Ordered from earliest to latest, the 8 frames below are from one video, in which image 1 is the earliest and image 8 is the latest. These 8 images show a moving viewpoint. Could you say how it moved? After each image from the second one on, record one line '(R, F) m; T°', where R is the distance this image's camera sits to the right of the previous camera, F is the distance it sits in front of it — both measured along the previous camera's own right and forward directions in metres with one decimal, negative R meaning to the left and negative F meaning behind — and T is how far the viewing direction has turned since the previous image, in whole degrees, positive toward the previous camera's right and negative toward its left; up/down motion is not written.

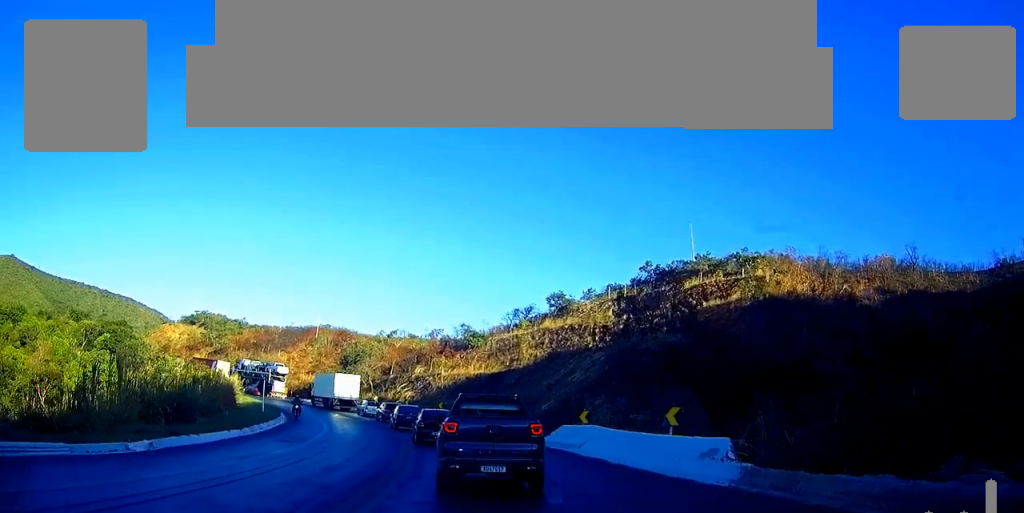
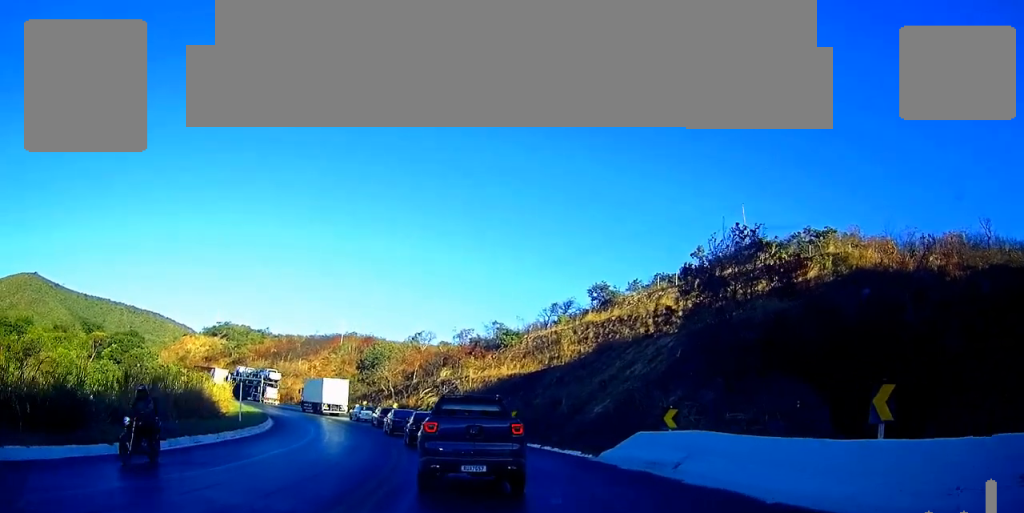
(-1.0, +10.0) m; -7°
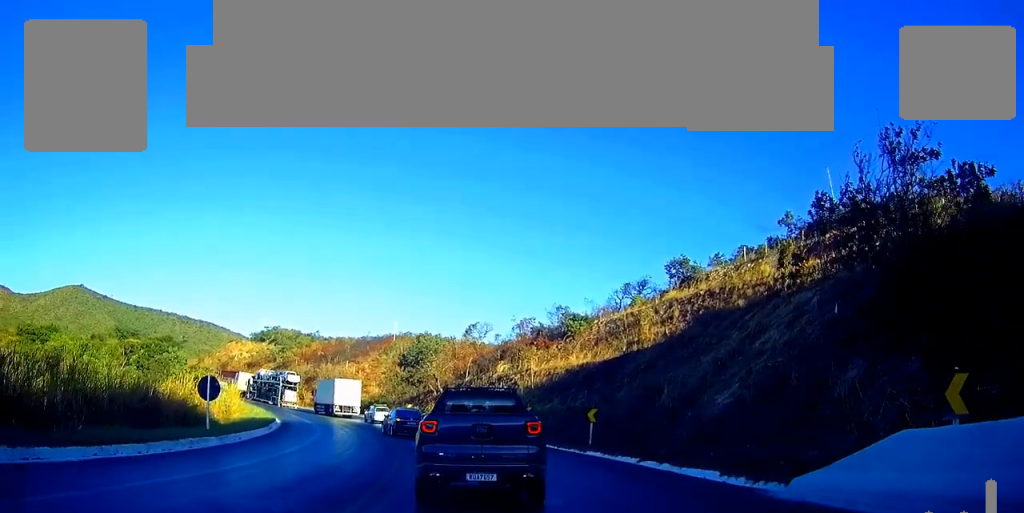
(+0.1, +10.2) m; -1°
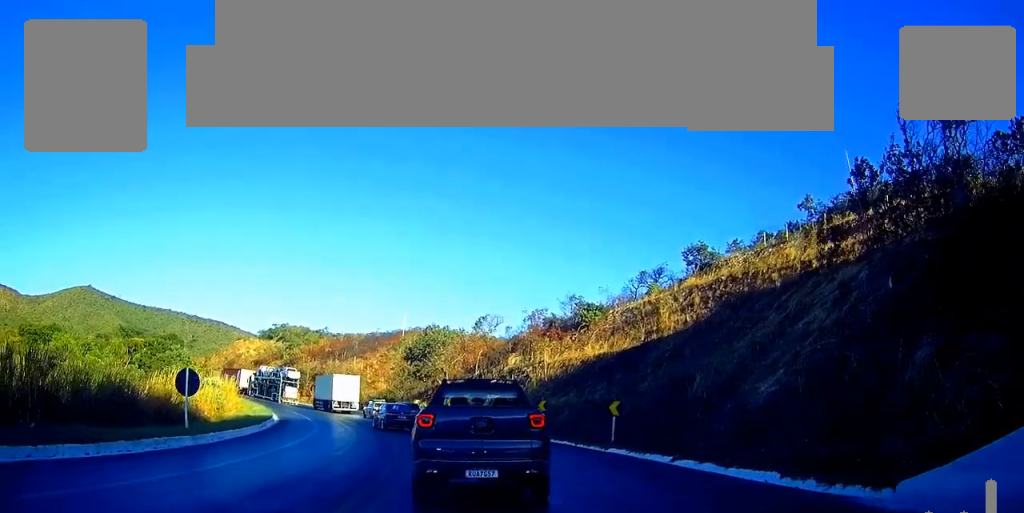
(0.0, +2.7) m; -1°
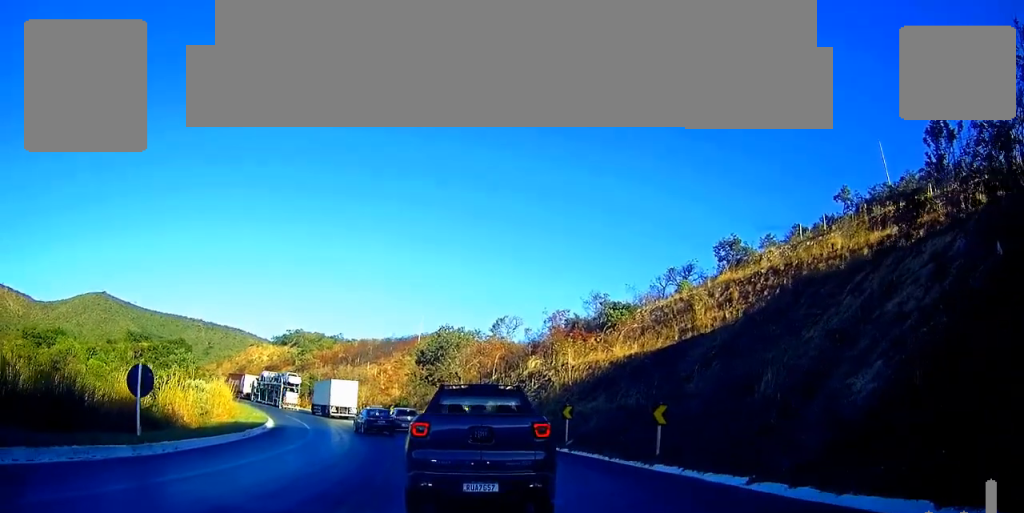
(-0.1, +4.2) m; -2°
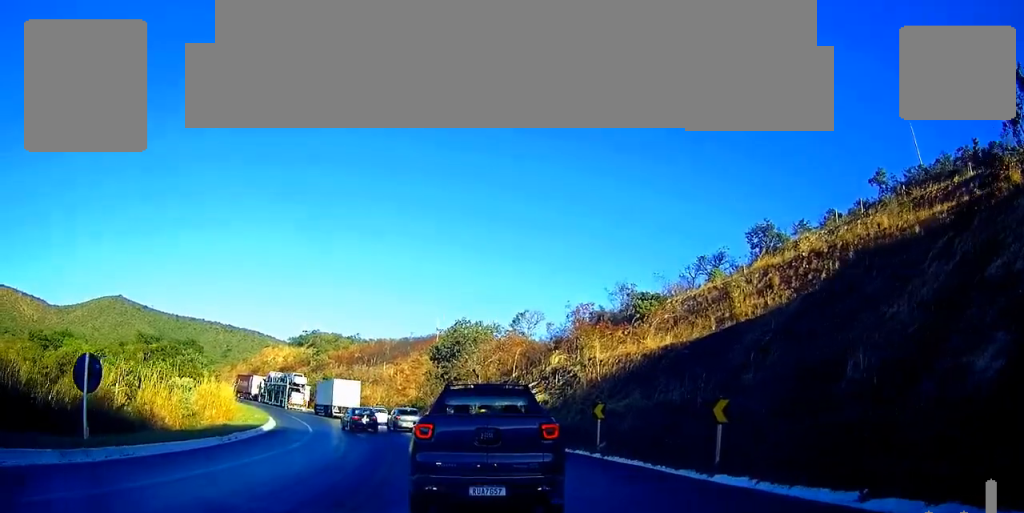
(-0.1, +3.7) m; -2°
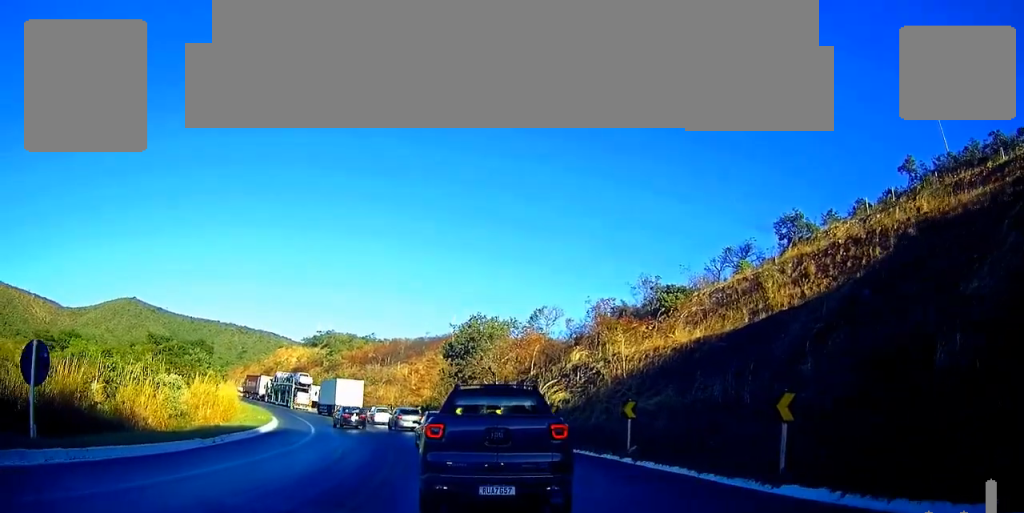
(0.0, +2.9) m; -2°
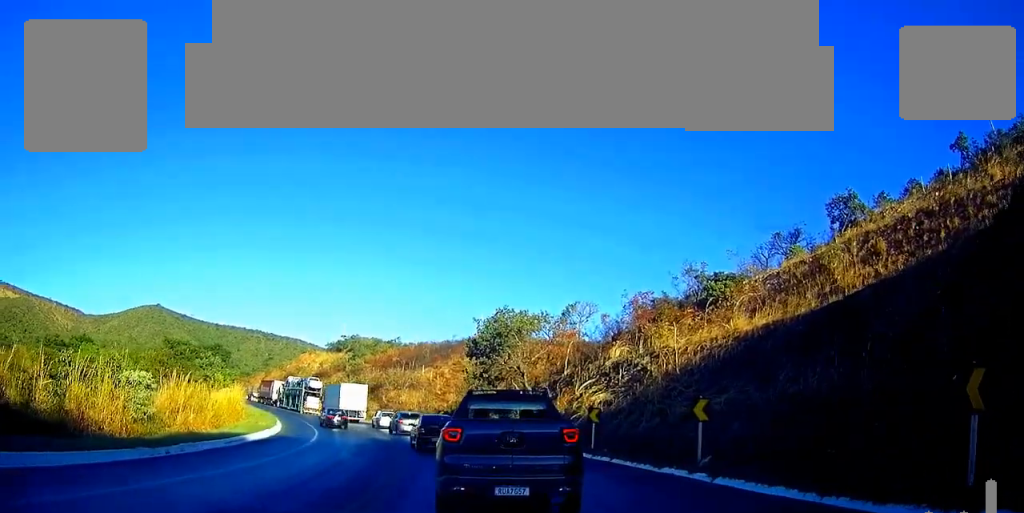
(-0.2, +5.5) m; -2°
